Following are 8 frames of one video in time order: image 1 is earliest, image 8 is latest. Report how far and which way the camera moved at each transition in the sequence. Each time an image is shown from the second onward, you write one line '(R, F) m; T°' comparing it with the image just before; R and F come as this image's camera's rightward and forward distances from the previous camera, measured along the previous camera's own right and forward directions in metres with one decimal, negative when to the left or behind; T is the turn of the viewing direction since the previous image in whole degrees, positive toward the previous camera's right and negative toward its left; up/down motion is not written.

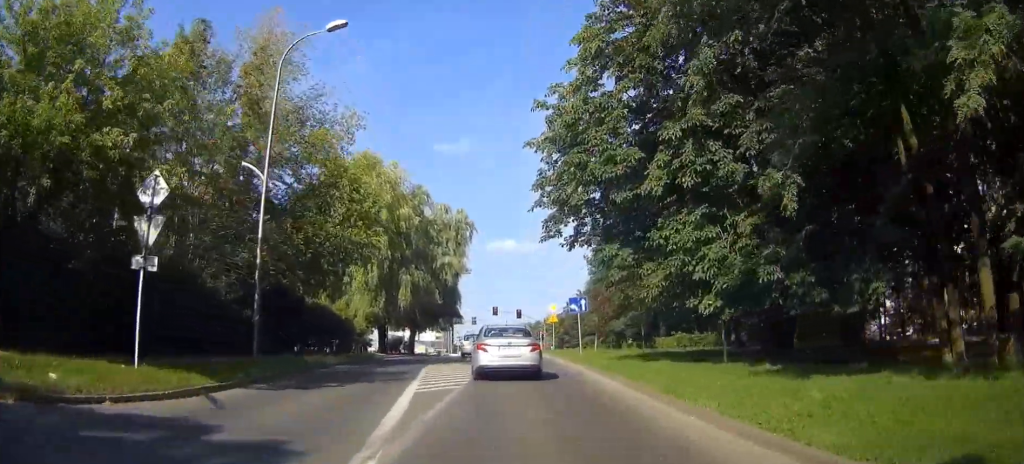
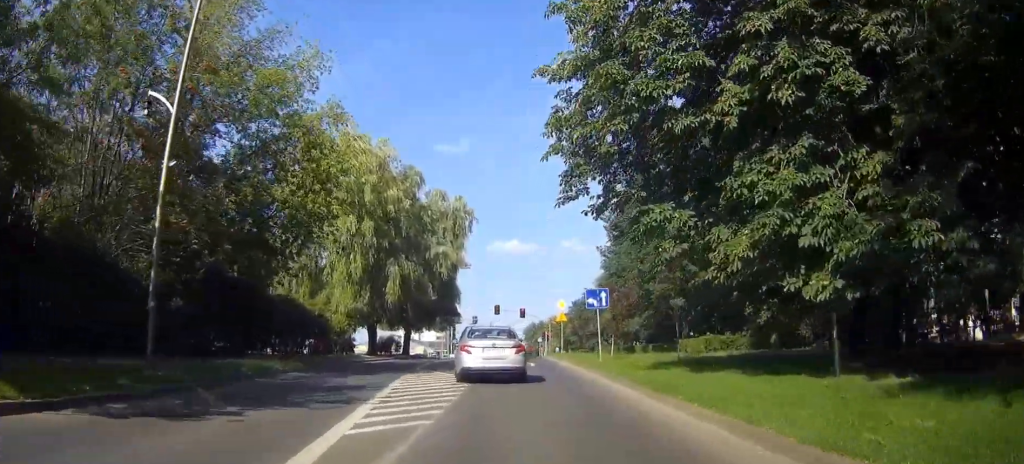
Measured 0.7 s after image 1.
(0.0, +6.1) m; -1°
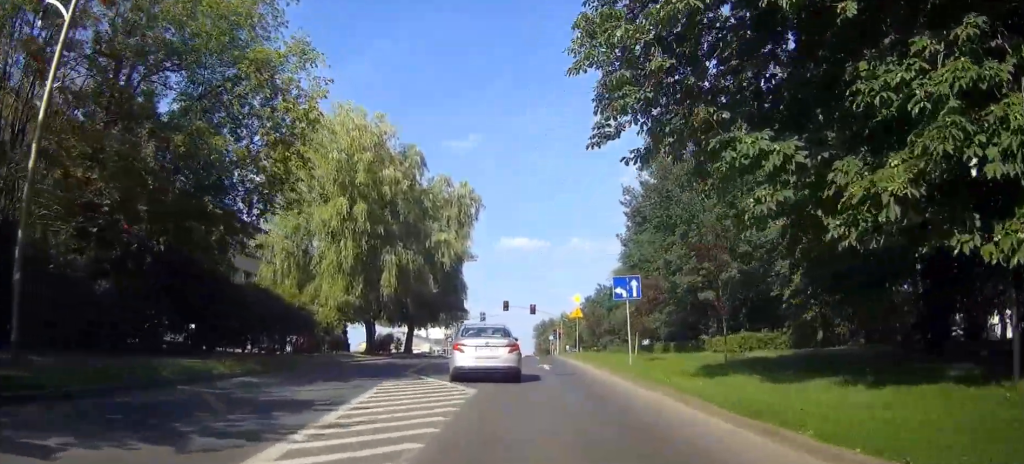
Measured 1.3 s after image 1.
(-0.1, +4.5) m; -1°
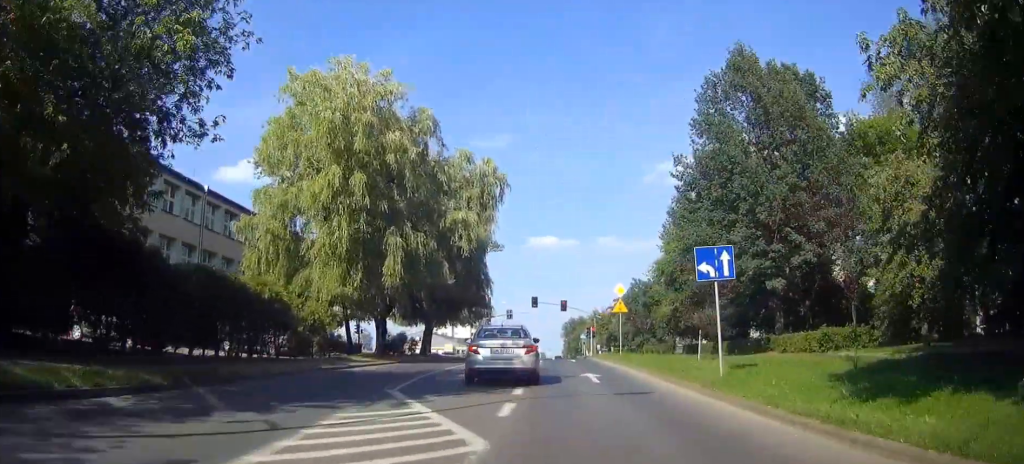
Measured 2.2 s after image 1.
(-0.1, +6.7) m; -1°
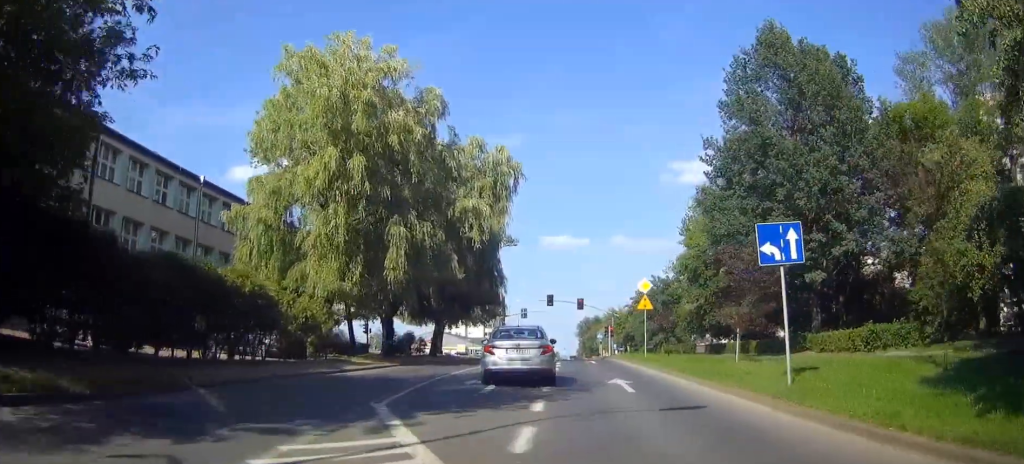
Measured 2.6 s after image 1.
(0.0, +2.9) m; 0°
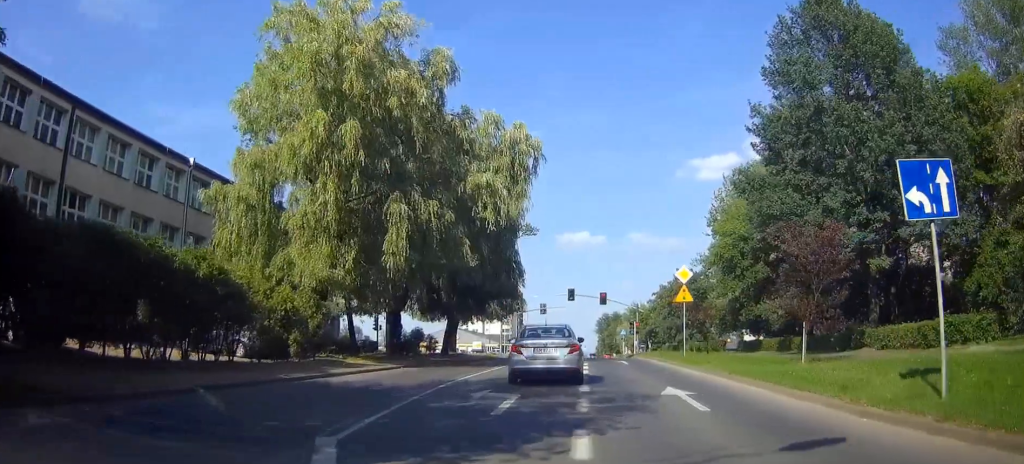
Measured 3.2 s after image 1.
(0.0, +4.3) m; 0°
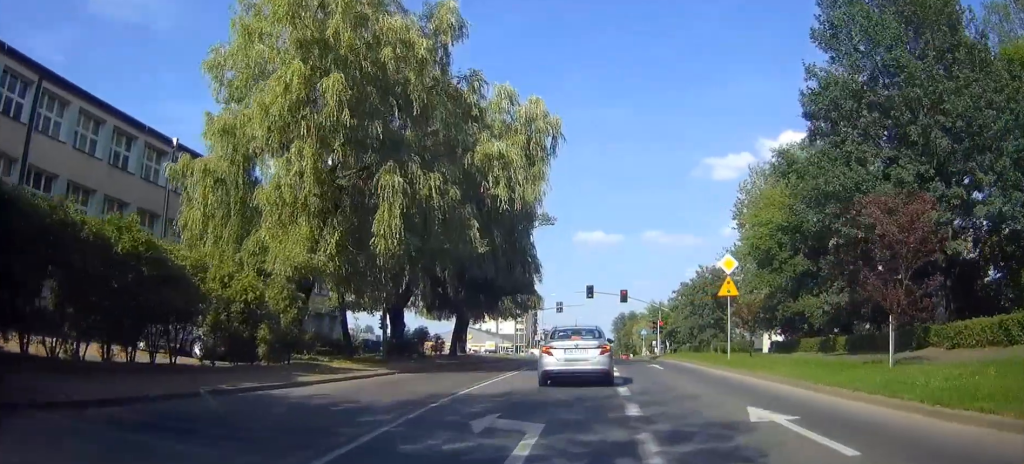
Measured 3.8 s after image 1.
(0.0, +4.4) m; 0°
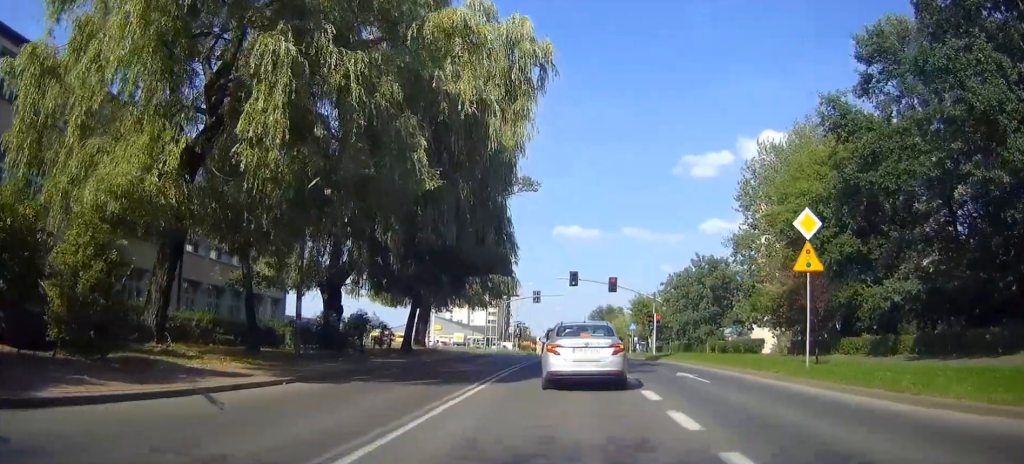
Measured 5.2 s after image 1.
(0.0, +9.1) m; 0°
